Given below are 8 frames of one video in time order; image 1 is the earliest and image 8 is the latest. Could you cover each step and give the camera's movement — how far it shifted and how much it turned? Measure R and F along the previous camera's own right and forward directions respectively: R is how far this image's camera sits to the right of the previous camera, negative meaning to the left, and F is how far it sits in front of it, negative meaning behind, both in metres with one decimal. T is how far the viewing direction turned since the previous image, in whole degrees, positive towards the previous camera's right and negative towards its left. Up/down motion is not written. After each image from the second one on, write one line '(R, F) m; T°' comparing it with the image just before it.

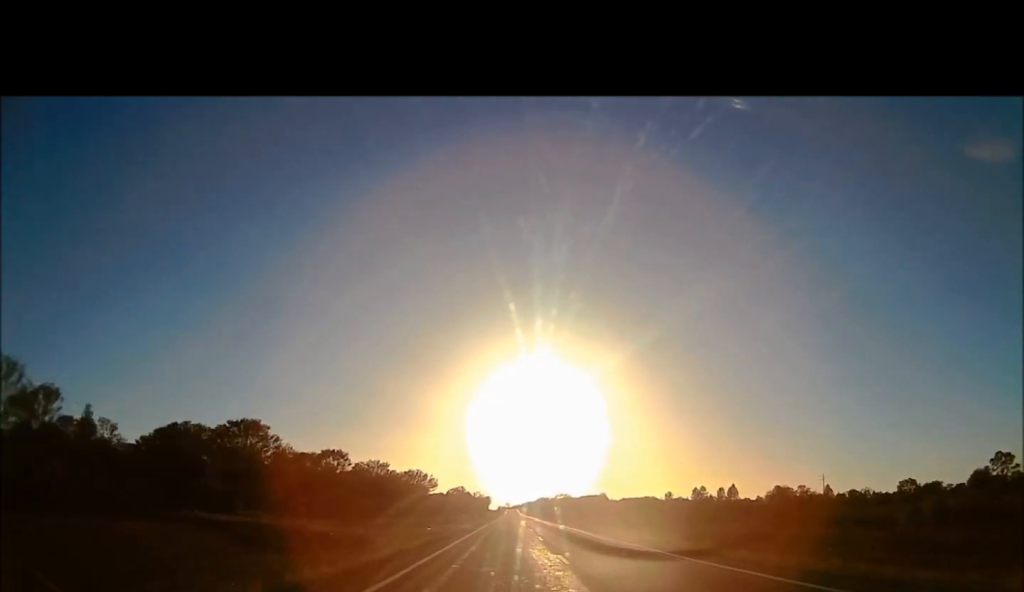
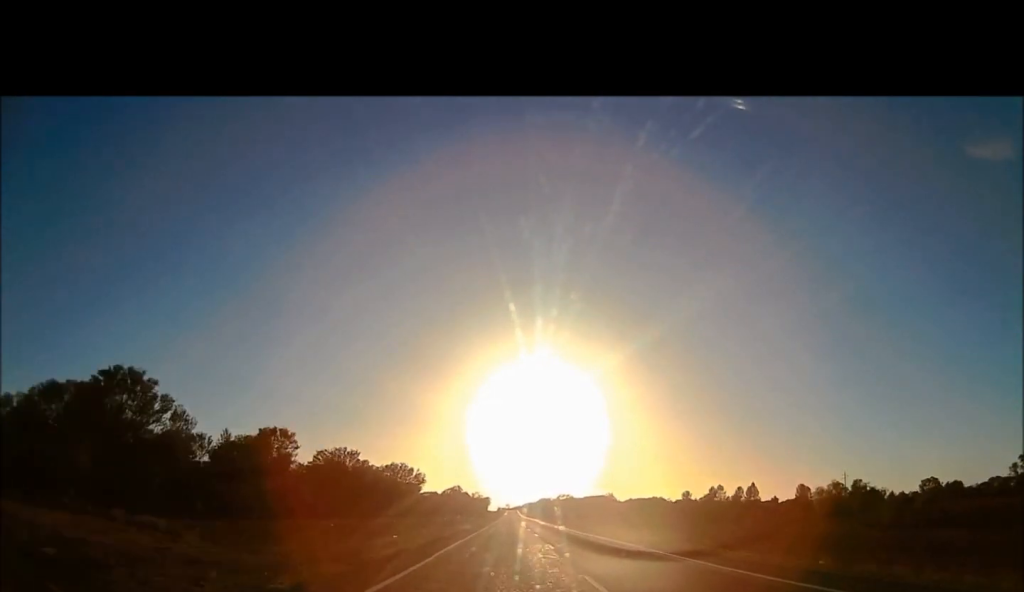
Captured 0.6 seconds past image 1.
(-0.1, +17.8) m; 0°
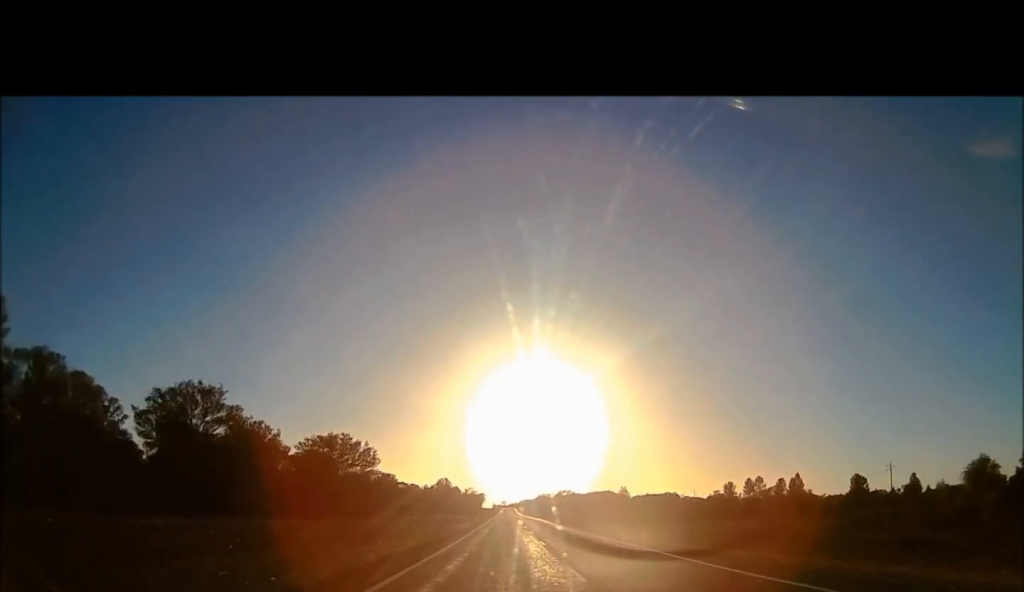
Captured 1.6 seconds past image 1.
(+0.8, +33.9) m; +1°
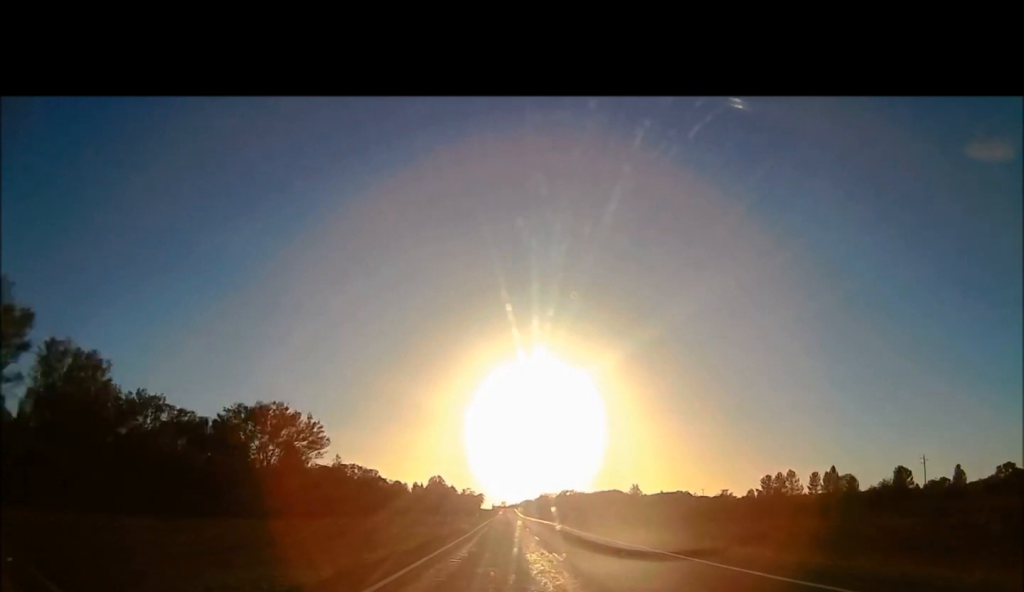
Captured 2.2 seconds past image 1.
(0.0, +19.2) m; 0°
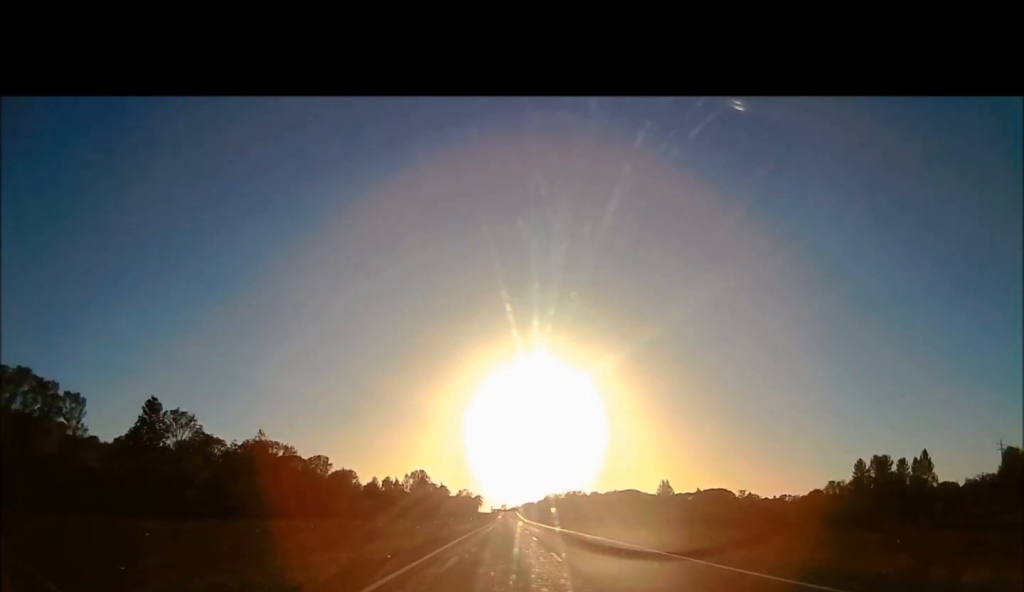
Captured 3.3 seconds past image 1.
(-0.2, +35.3) m; -2°
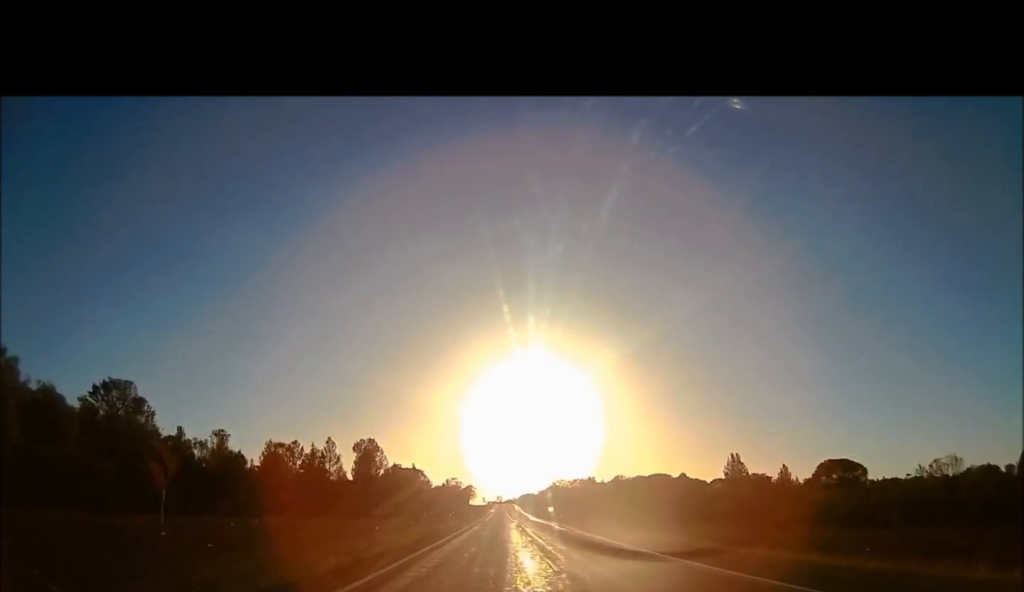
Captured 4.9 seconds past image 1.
(+0.2, +48.9) m; +1°
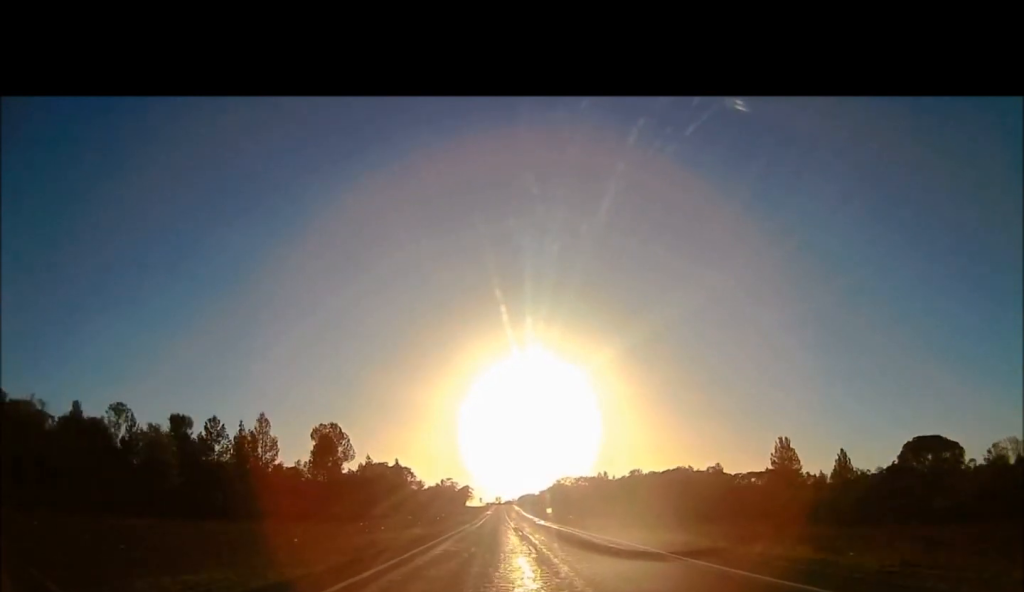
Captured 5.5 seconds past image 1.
(+0.3, +19.0) m; 0°
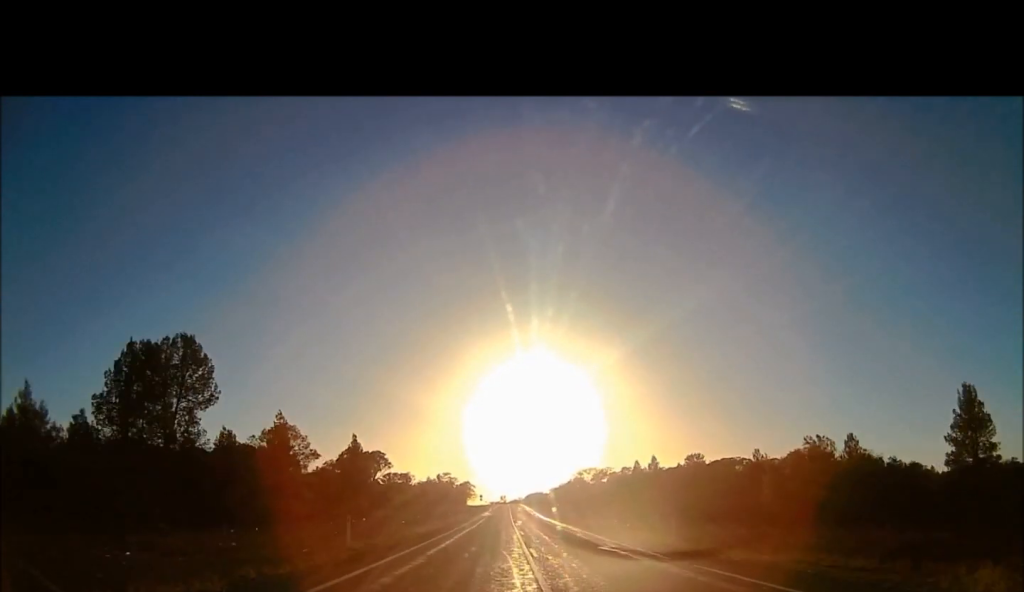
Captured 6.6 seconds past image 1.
(-0.9, +36.4) m; -1°
